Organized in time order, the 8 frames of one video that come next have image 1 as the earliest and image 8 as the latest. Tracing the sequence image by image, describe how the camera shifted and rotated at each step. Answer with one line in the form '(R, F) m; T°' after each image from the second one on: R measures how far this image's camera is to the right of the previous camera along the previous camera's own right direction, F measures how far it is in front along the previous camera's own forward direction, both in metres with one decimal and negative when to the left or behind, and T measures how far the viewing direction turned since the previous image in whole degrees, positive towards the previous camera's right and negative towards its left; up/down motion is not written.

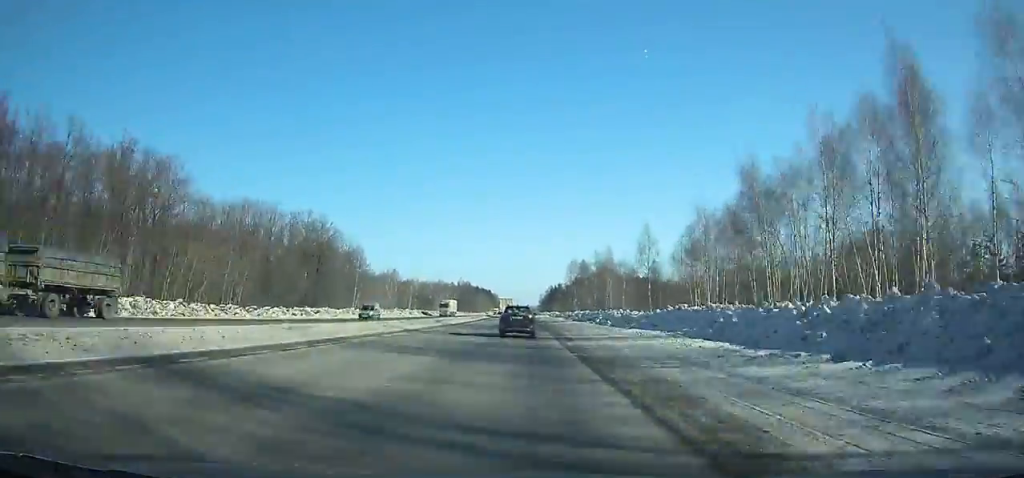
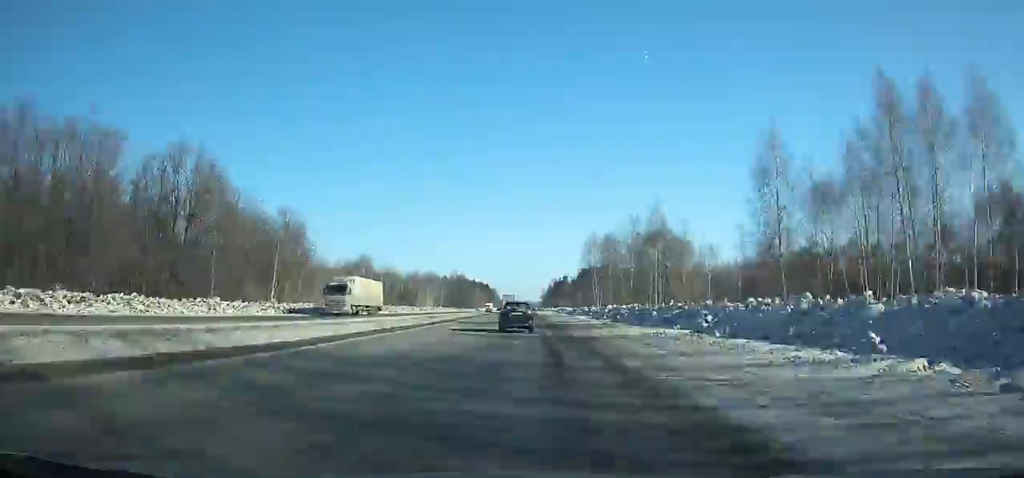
(-0.2, +43.2) m; 0°
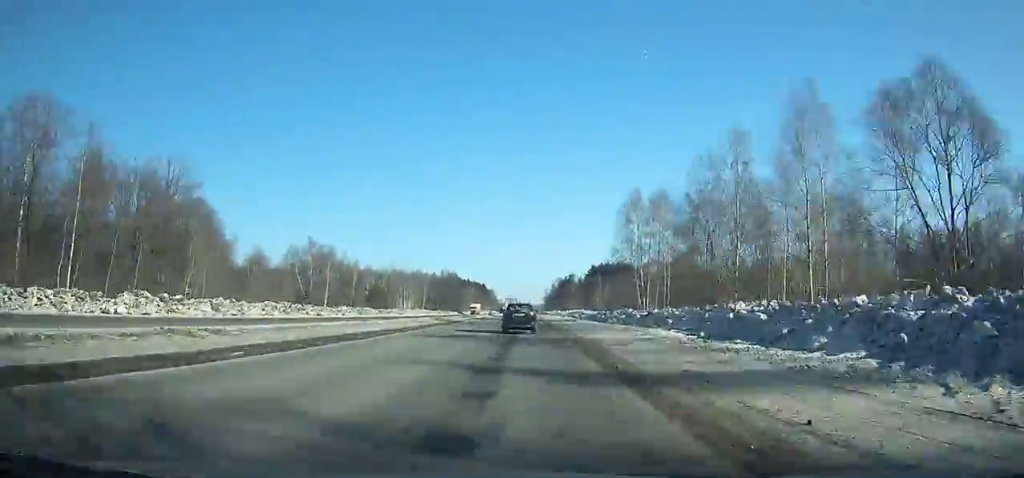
(+0.1, +43.1) m; 0°
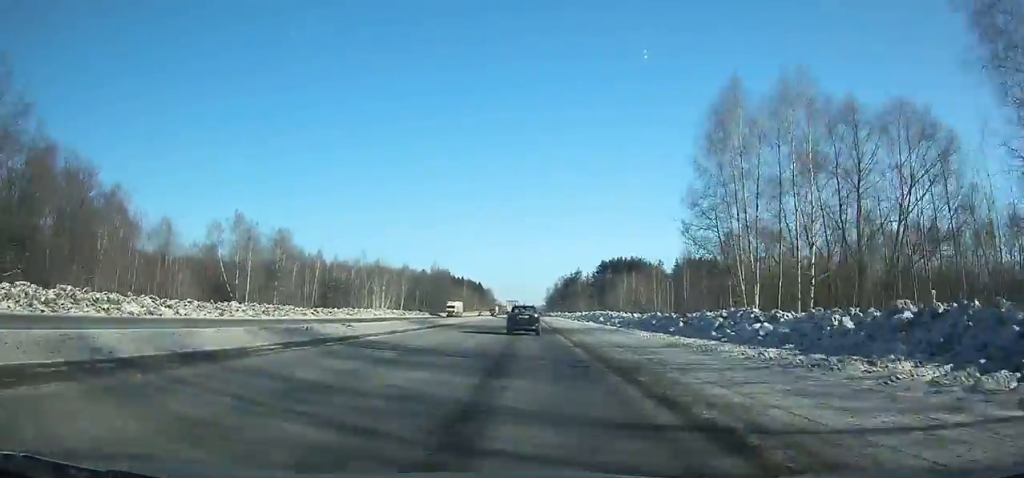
(0.0, +34.1) m; 0°
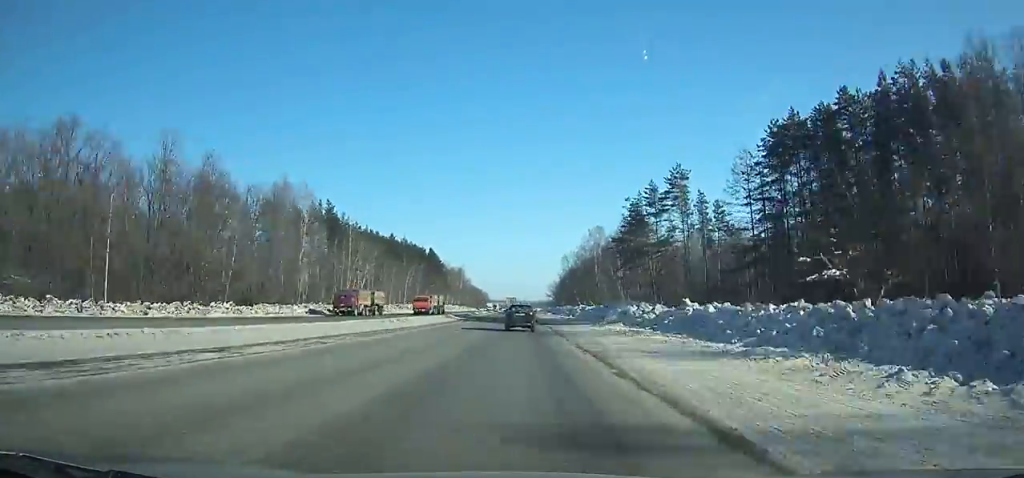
(0.0, +174.1) m; 0°
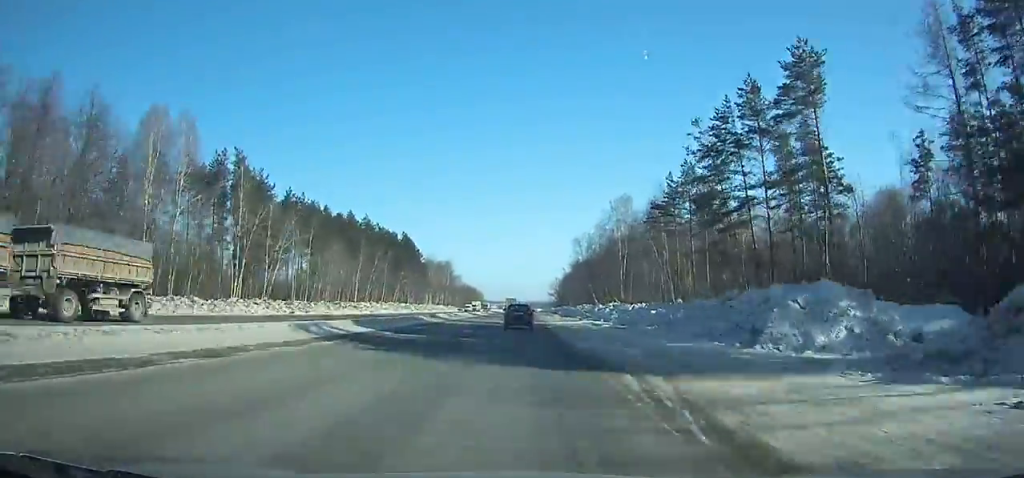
(0.0, +40.8) m; 0°
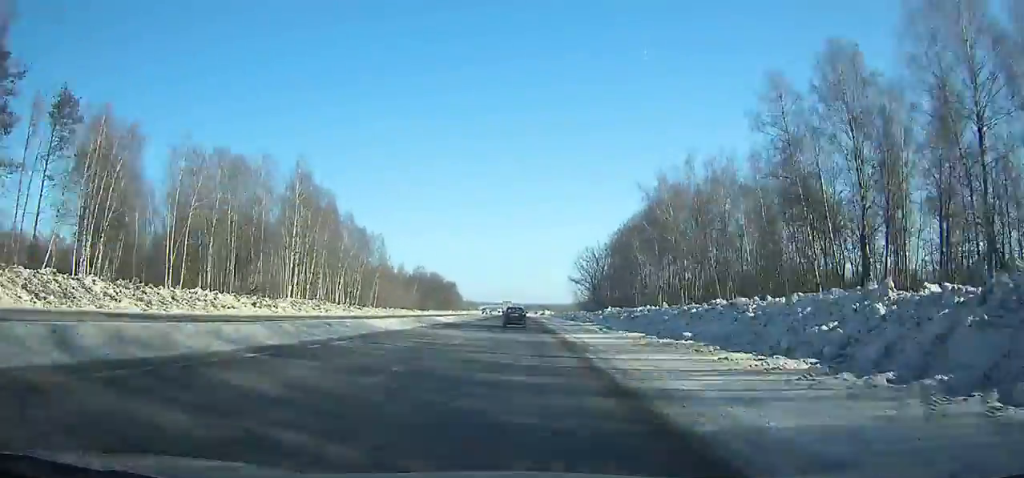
(0.0, +148.1) m; 0°
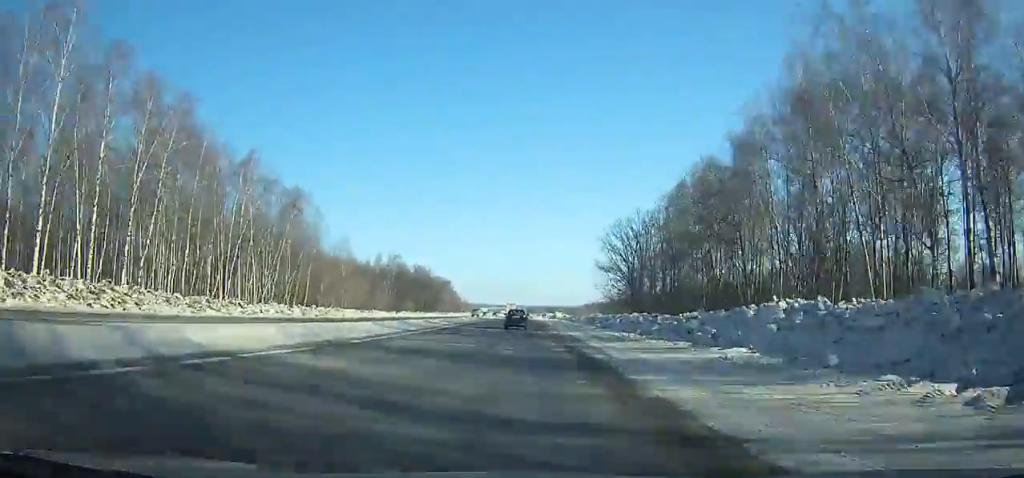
(0.0, +43.8) m; 0°
